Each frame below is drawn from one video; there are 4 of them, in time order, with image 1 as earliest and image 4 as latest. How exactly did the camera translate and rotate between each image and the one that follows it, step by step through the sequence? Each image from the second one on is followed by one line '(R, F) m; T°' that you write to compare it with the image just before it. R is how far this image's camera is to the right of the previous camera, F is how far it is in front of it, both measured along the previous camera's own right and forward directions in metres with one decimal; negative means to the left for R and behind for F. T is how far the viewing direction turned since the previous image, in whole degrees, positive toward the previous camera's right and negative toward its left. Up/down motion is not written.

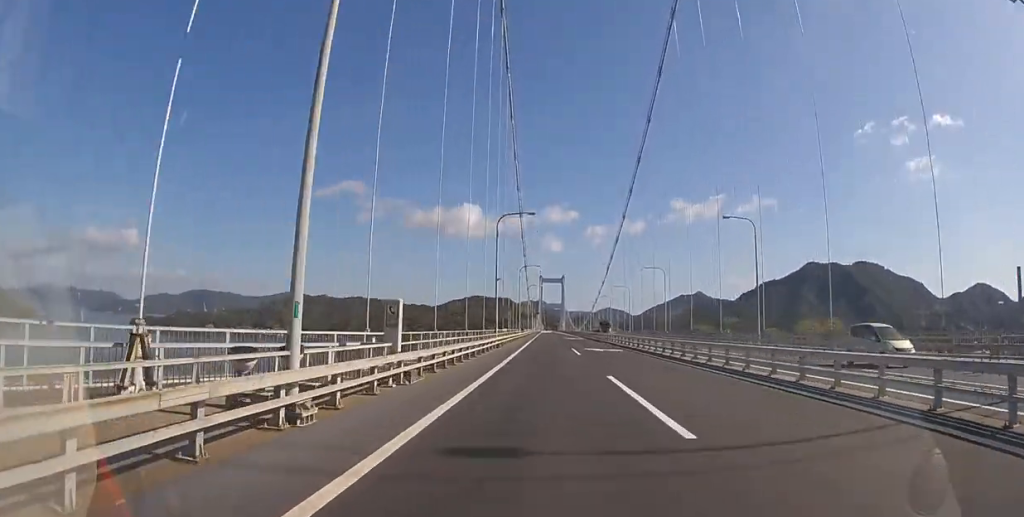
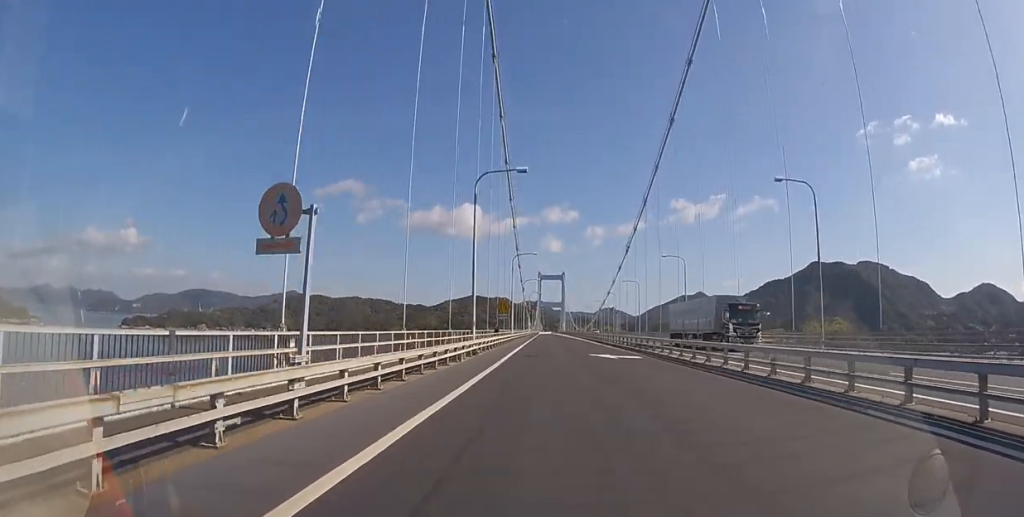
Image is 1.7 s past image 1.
(-0.1, +42.0) m; 0°
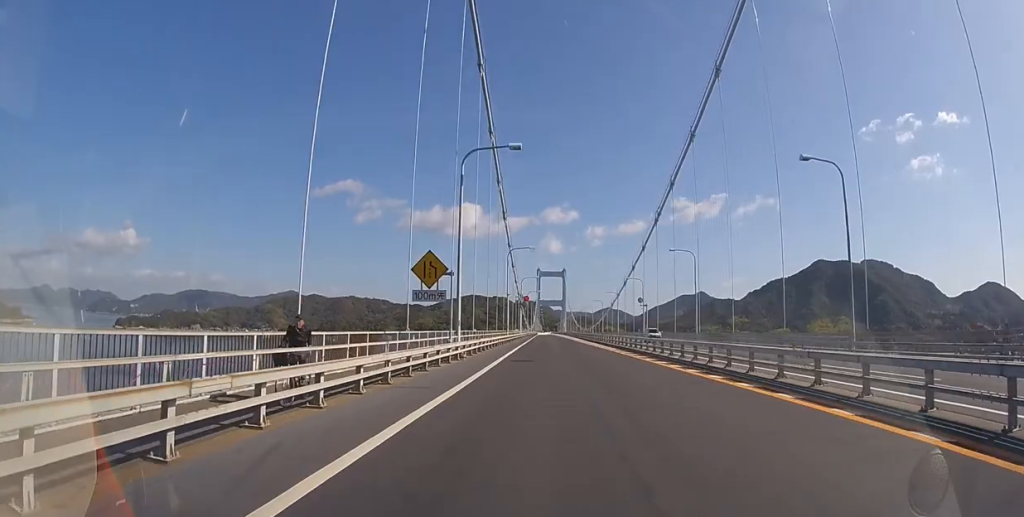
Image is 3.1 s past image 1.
(+0.1, +35.2) m; 0°
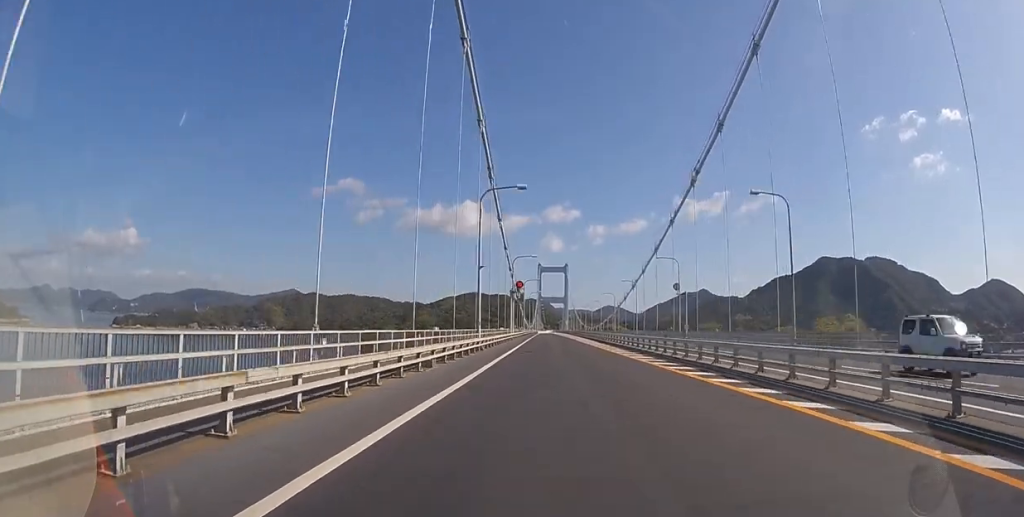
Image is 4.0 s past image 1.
(0.0, +21.9) m; 0°
